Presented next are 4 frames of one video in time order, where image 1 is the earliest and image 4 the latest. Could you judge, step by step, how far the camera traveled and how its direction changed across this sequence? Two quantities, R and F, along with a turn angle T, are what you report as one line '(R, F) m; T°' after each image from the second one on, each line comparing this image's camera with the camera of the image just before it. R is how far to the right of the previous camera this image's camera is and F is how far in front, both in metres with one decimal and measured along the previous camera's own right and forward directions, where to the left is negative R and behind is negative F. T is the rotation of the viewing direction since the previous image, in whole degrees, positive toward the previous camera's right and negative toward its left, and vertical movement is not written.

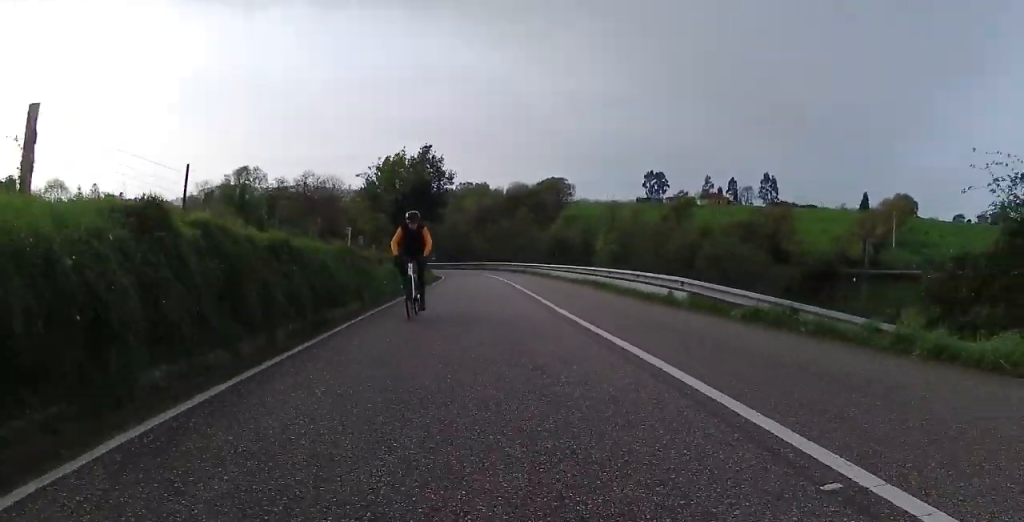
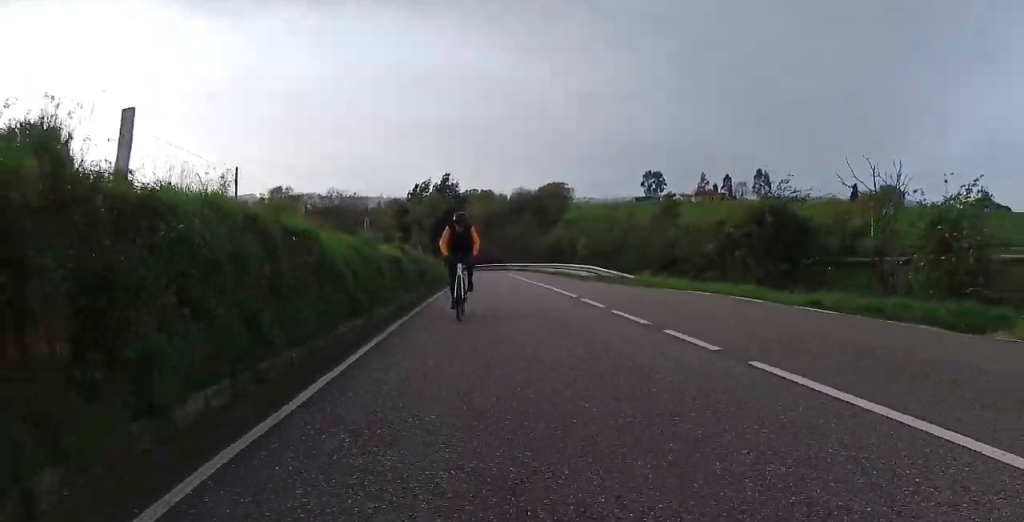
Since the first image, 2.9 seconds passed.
(-0.1, +14.7) m; -1°
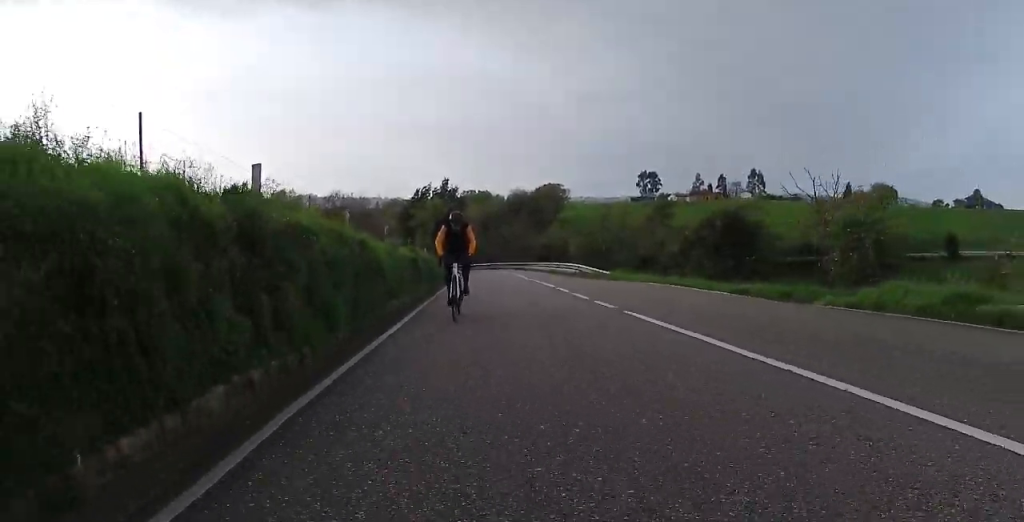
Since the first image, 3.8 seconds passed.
(0.0, +4.4) m; 0°
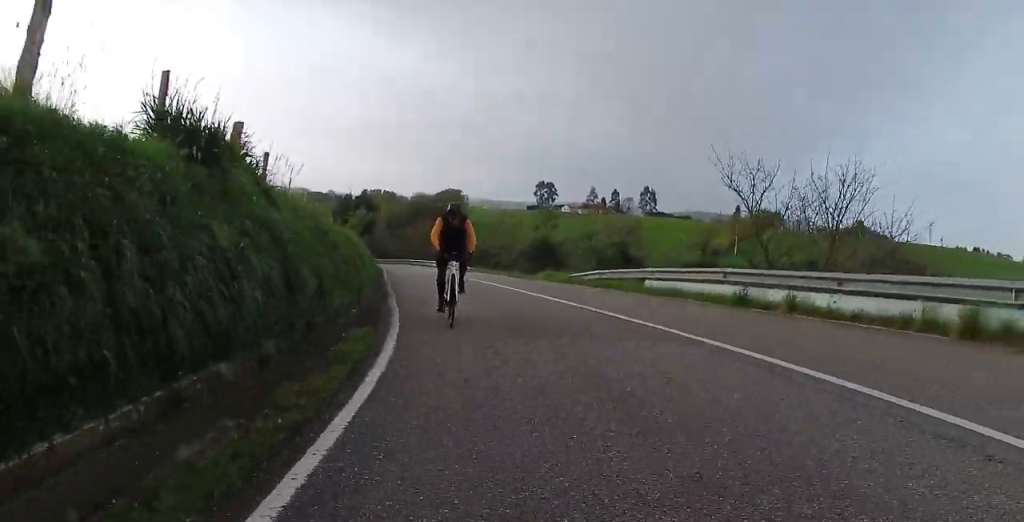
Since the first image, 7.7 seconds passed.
(+1.2, +19.8) m; +11°
